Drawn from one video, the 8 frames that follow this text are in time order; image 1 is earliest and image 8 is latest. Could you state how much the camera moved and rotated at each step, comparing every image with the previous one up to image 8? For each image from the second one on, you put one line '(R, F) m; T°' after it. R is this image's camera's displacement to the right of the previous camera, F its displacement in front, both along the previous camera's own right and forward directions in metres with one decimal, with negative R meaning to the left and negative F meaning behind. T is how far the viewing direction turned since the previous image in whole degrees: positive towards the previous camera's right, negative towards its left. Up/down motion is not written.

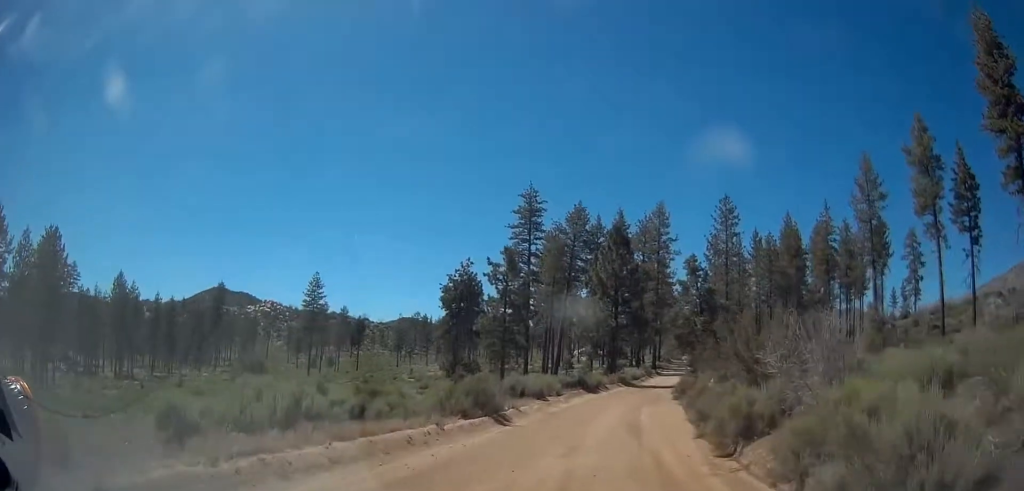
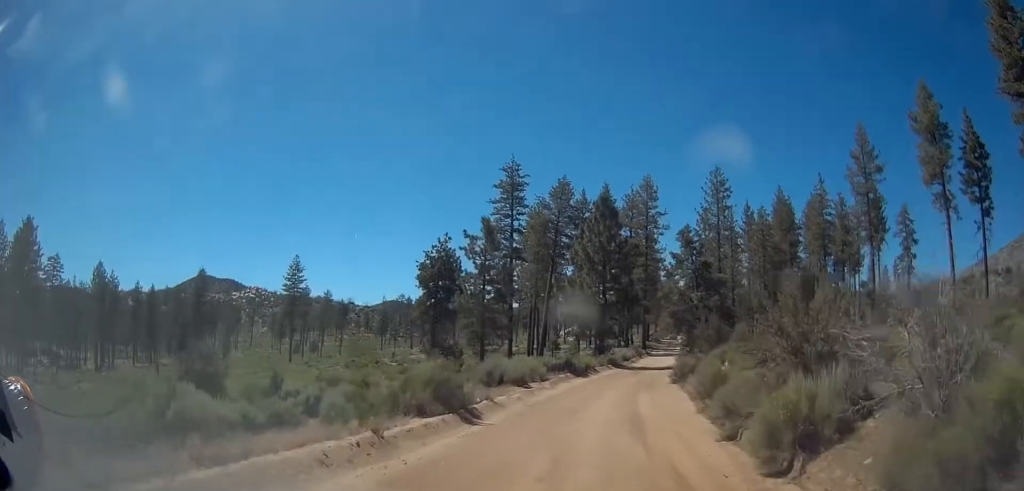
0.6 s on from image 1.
(0.0, +3.8) m; +4°
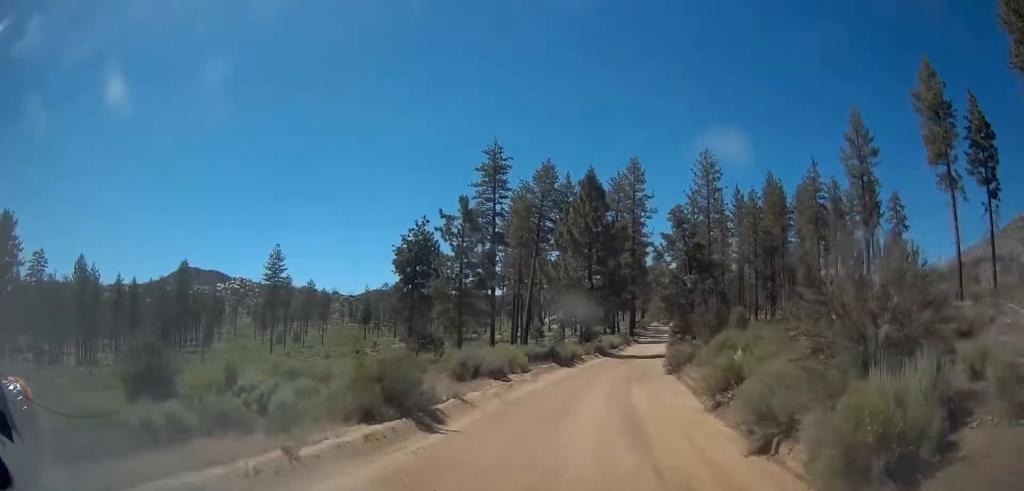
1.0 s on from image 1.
(+0.2, +3.0) m; +2°
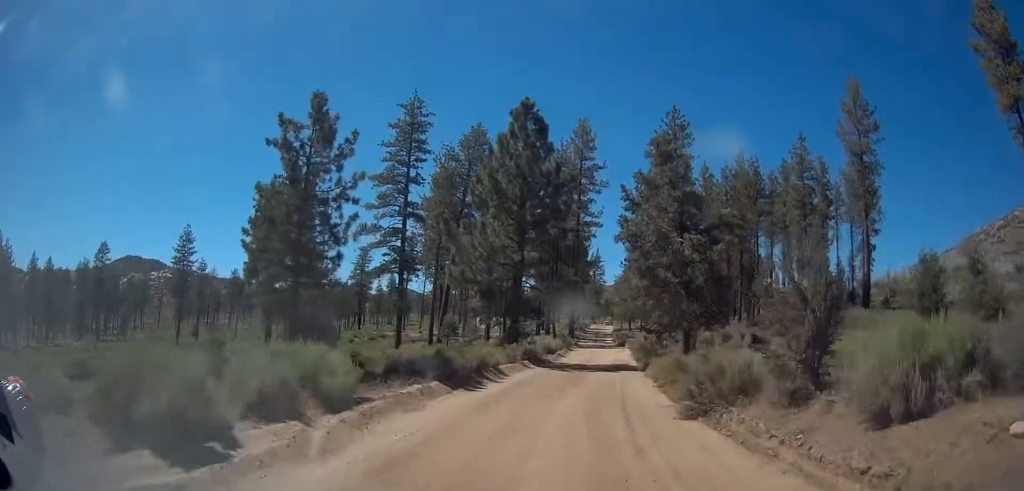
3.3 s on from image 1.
(+1.0, +16.5) m; +4°
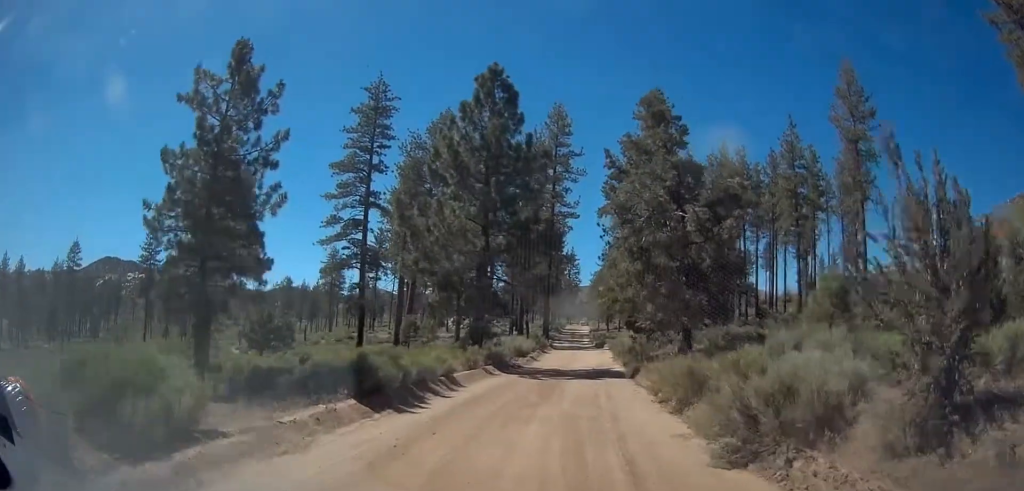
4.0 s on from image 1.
(0.0, +5.0) m; +1°
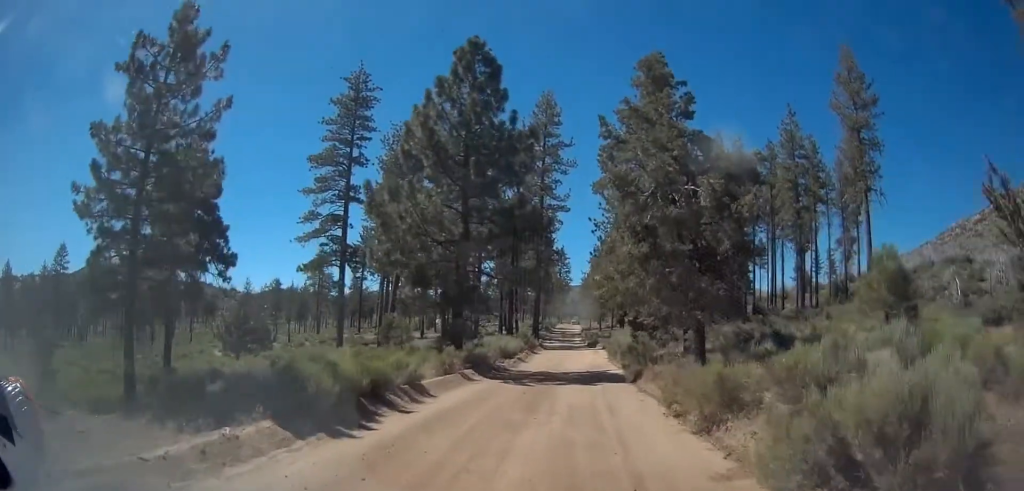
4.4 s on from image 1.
(0.0, +3.3) m; 0°
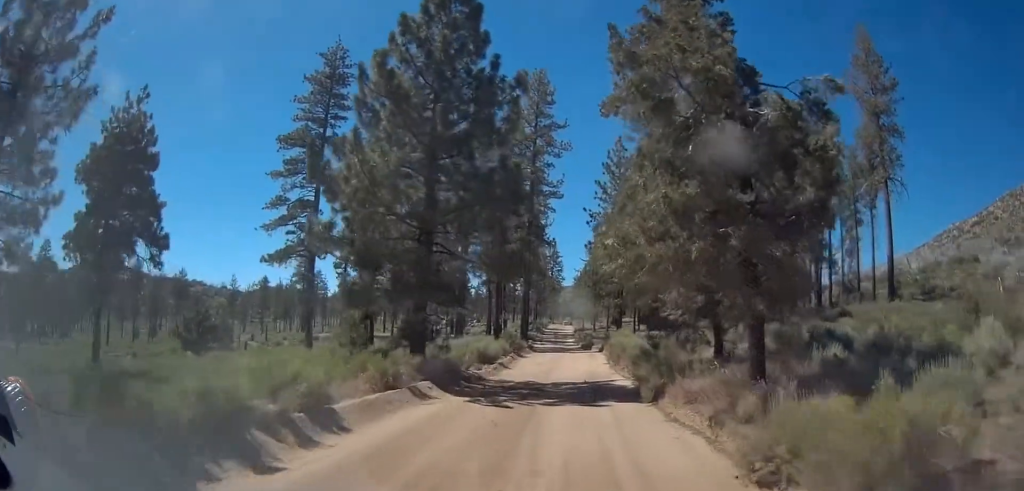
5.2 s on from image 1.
(+0.1, +6.1) m; +3°
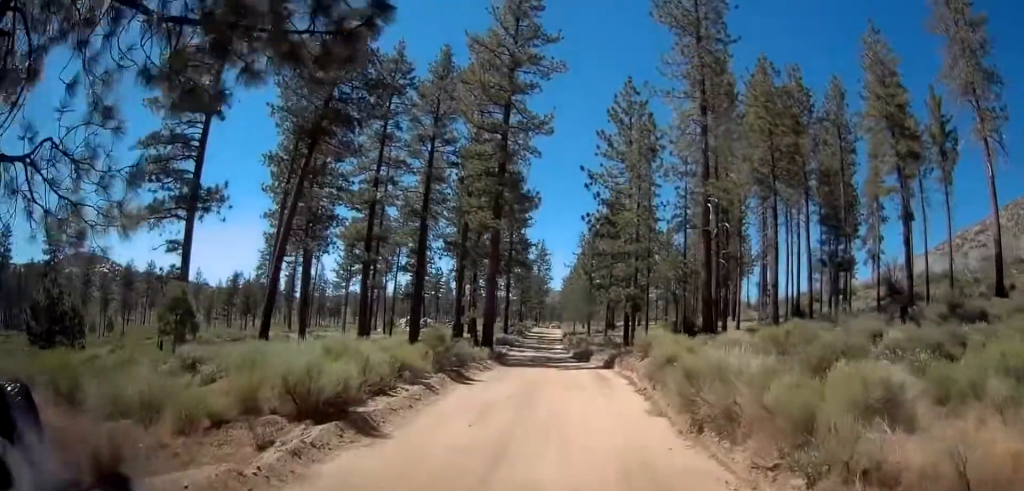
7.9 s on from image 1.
(+0.6, +19.0) m; +4°
